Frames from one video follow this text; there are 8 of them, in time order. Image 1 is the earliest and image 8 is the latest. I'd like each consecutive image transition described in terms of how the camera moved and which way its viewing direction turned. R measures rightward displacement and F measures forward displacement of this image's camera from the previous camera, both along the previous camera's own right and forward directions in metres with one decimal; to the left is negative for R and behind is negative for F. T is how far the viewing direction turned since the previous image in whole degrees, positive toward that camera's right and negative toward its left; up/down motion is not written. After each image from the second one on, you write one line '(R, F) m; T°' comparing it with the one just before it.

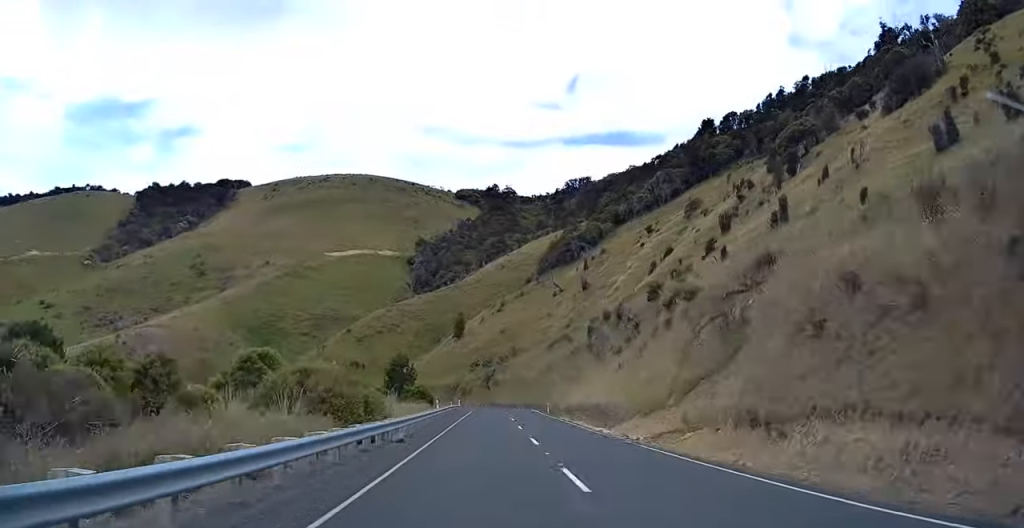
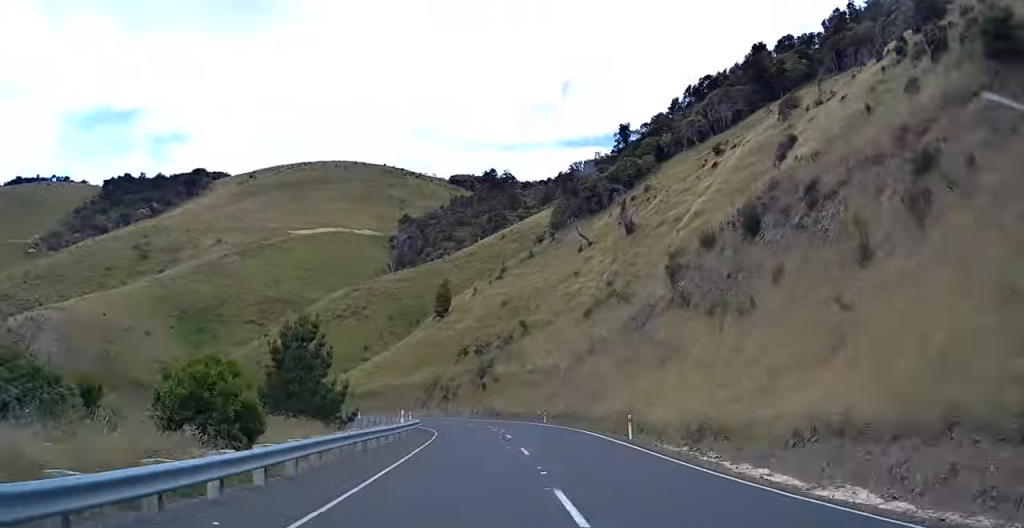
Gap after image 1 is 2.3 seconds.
(+1.7, +38.3) m; -4°
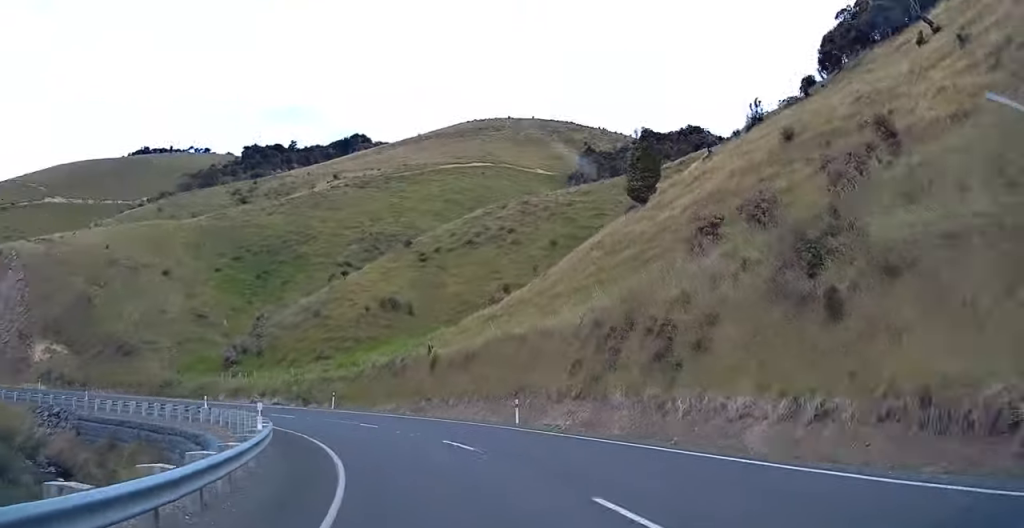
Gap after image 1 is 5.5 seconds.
(-5.9, +49.9) m; -29°
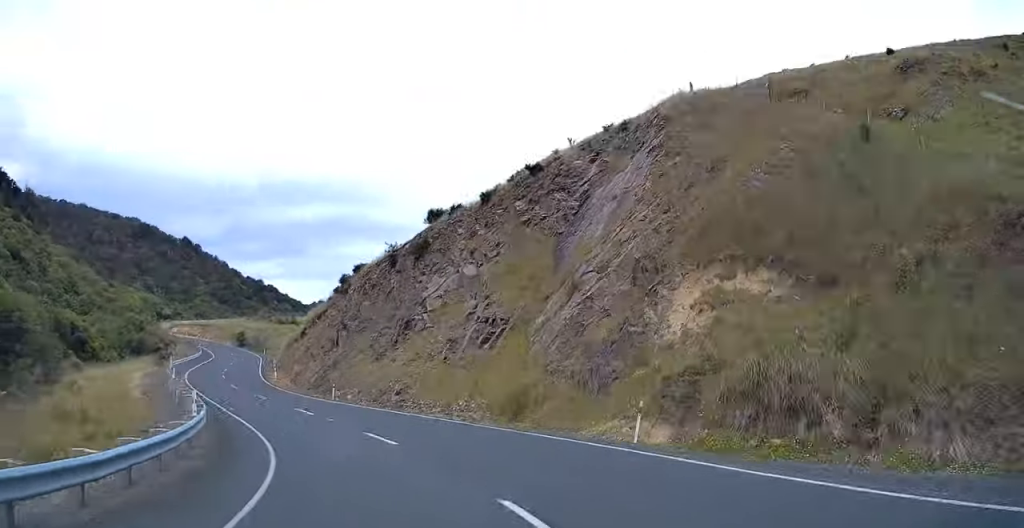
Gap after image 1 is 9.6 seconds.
(-24.3, +45.4) m; -49°
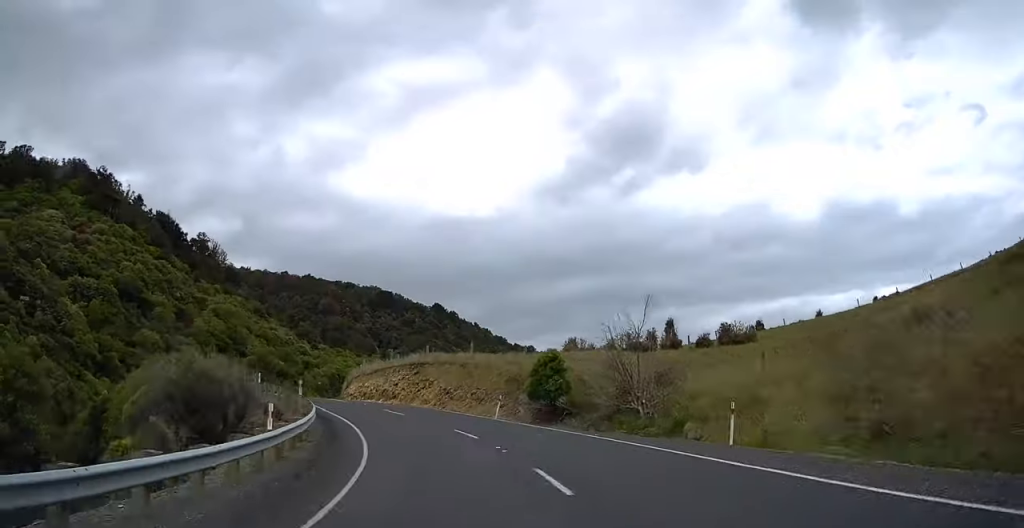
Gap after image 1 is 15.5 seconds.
(-30.7, +73.9) m; -25°
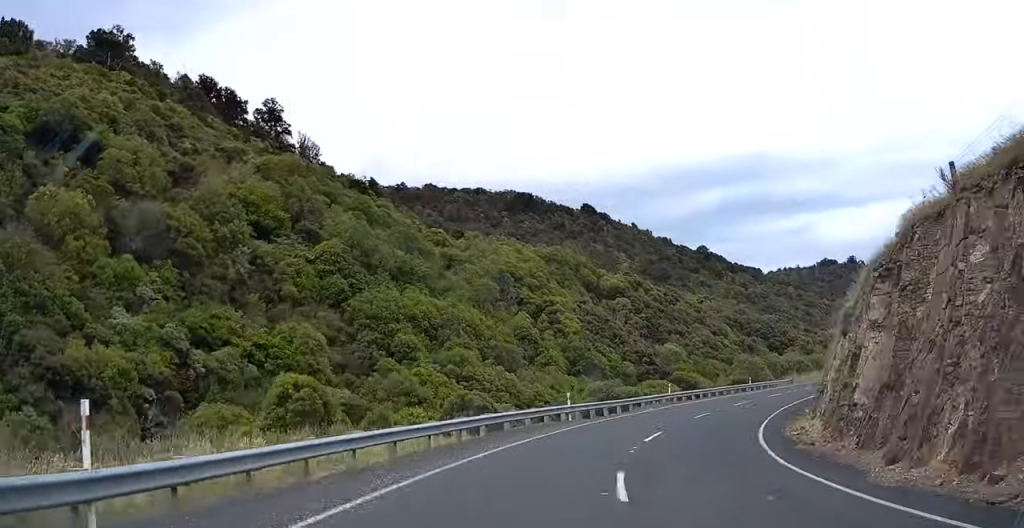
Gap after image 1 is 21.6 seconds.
(+4.1, +81.7) m; +5°
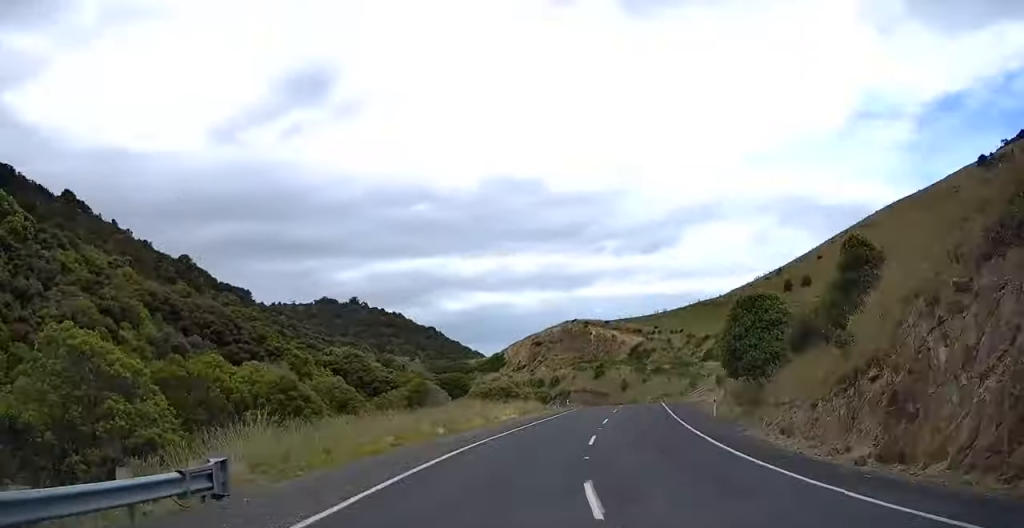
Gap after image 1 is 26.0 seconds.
(+2.0, +58.4) m; +18°
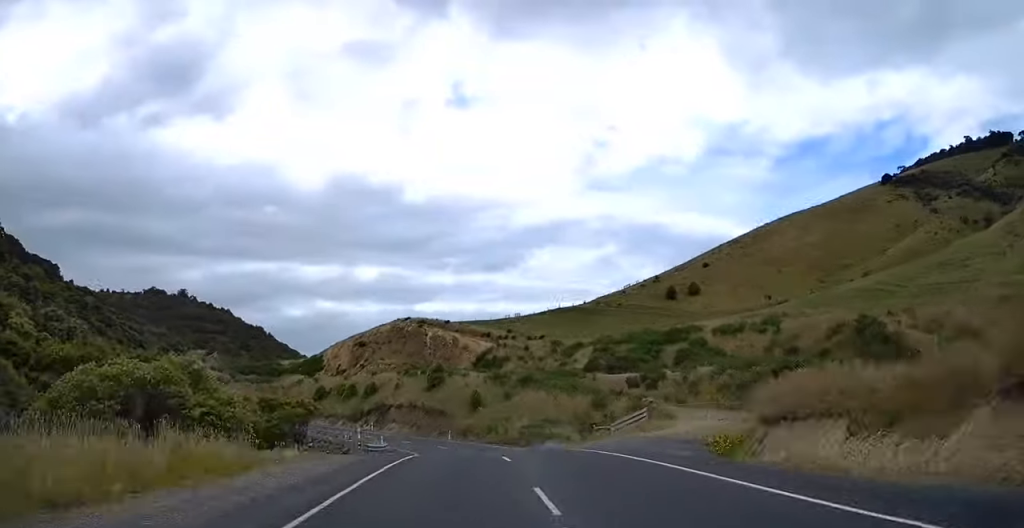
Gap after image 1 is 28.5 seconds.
(+6.8, +33.8) m; +5°
